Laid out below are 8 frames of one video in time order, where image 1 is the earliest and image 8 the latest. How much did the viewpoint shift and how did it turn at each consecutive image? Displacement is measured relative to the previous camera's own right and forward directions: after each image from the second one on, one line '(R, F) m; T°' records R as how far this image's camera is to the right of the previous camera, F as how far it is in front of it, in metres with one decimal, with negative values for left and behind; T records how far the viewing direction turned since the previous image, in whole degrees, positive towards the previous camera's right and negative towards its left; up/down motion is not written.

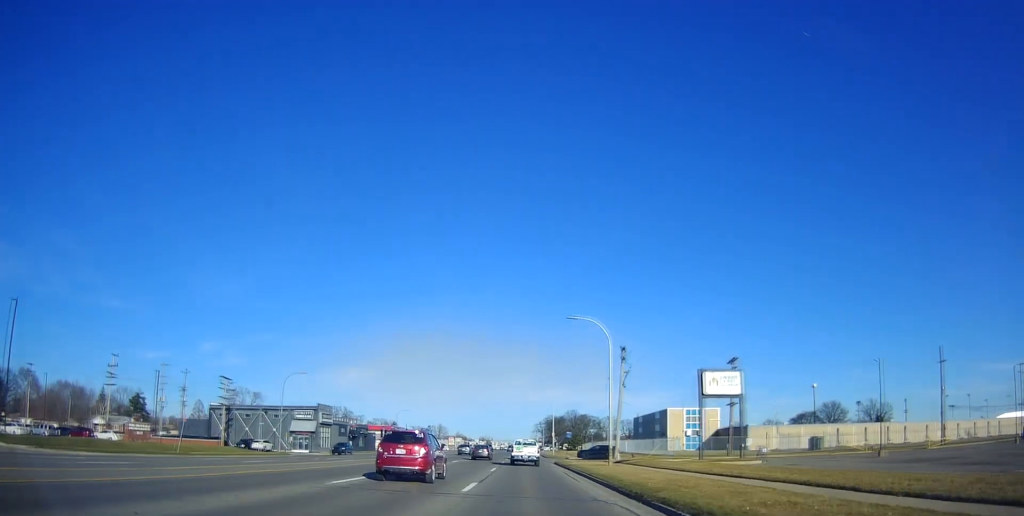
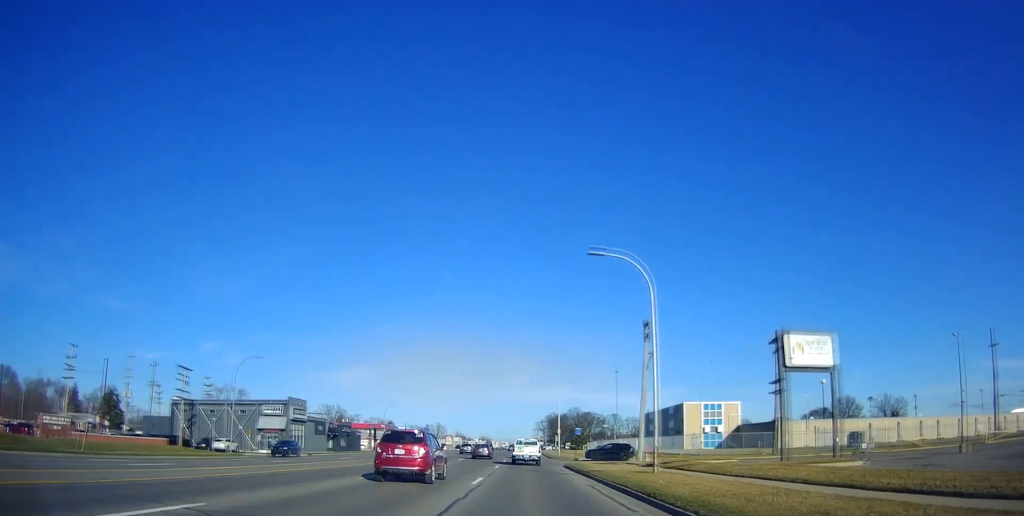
(+0.3, +11.7) m; 0°
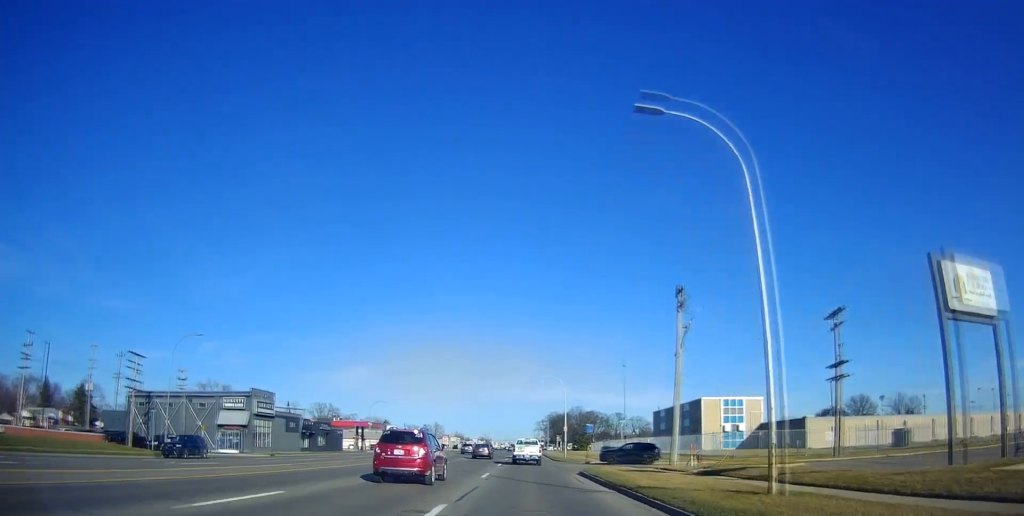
(+0.2, +11.1) m; 0°
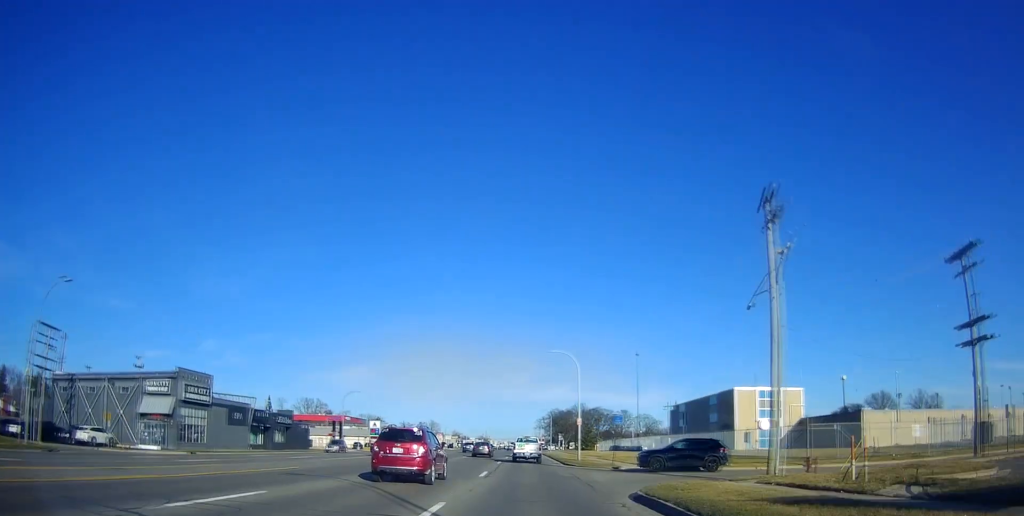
(-0.4, +15.7) m; 0°
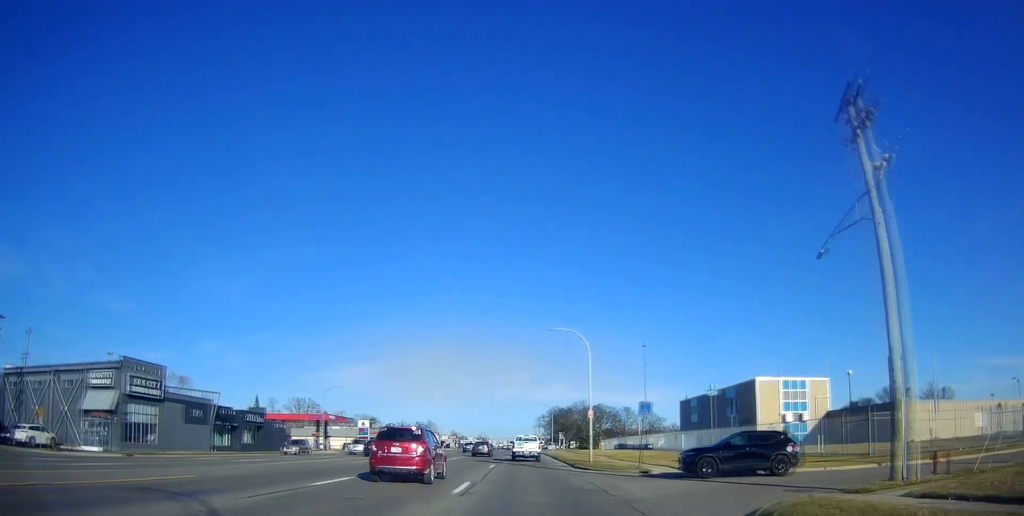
(+0.1, +8.5) m; 0°
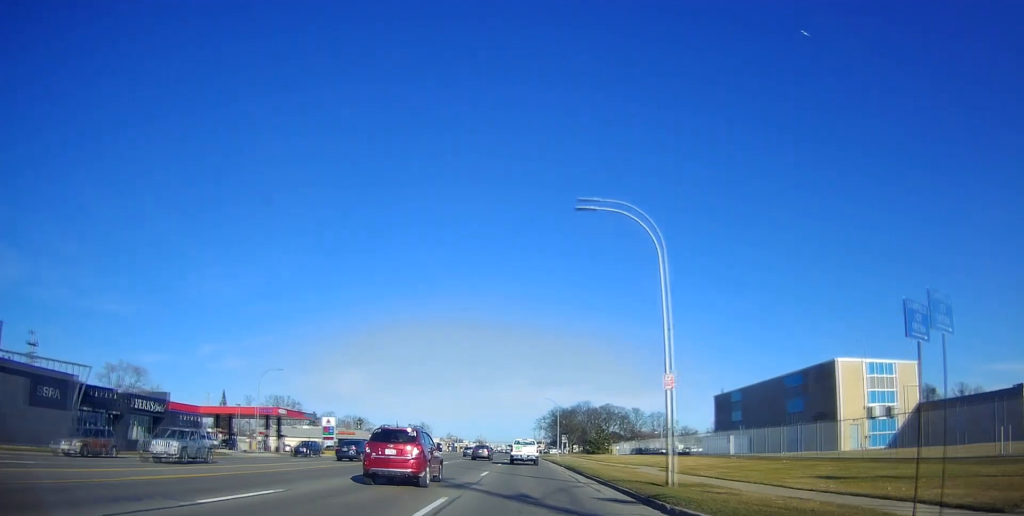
(+0.2, +20.8) m; 0°
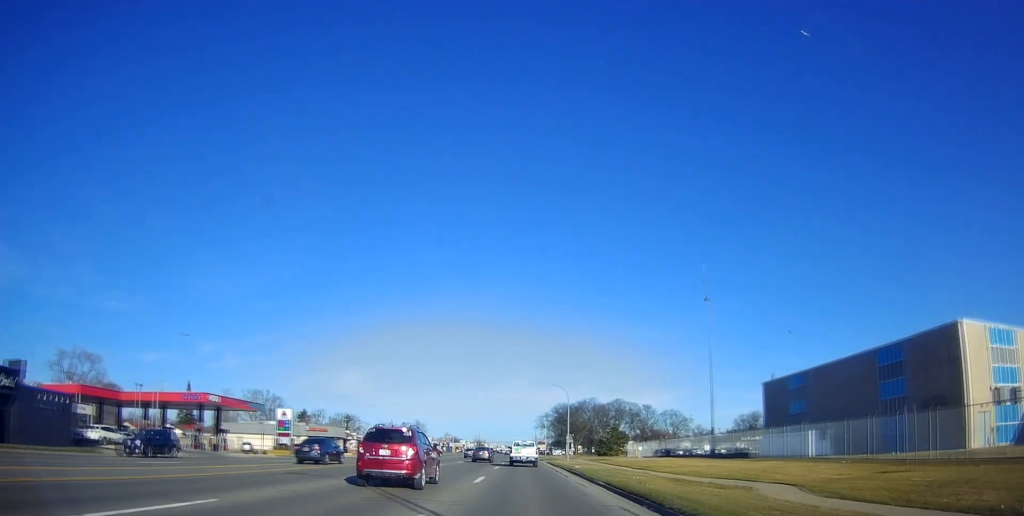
(-0.1, +18.9) m; +1°
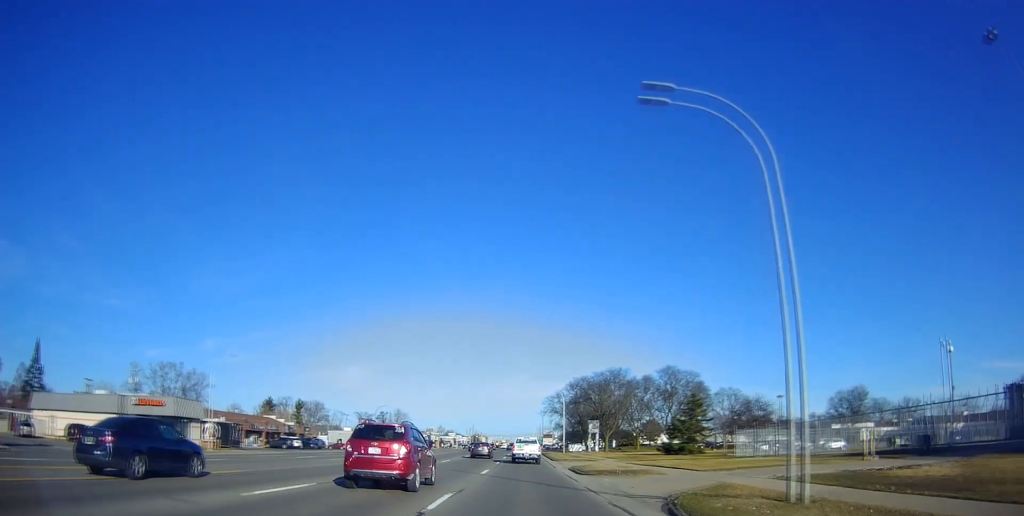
(-0.1, +56.2) m; -1°
